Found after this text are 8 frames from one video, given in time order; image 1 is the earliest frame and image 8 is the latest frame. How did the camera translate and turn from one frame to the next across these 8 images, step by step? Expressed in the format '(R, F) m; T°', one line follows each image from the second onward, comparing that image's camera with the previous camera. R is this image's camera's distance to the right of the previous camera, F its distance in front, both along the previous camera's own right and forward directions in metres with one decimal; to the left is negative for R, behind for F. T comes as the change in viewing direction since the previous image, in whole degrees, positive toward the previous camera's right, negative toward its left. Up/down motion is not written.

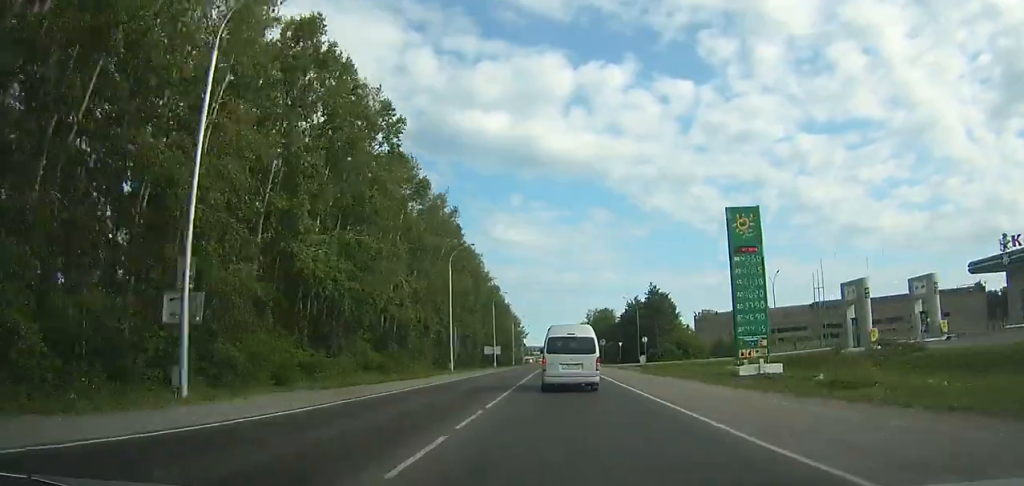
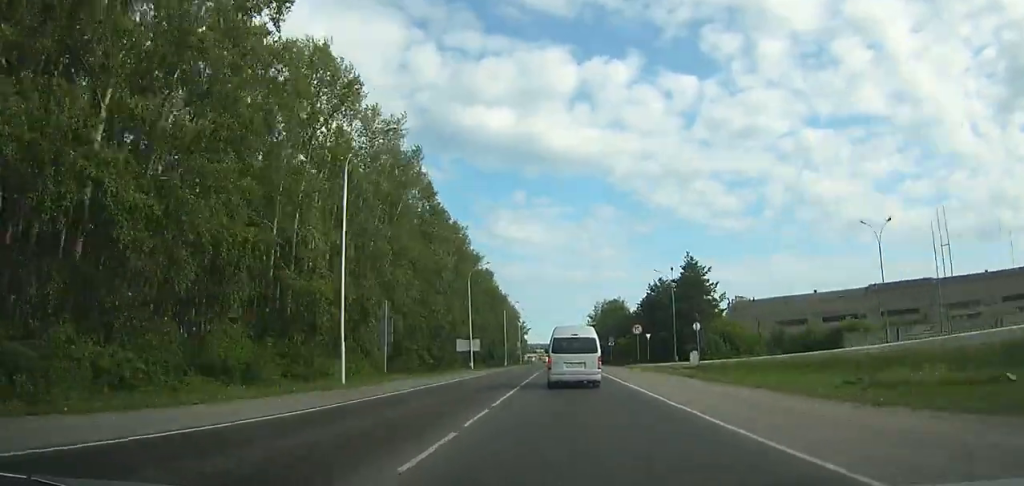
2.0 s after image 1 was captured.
(-0.1, +27.6) m; 0°
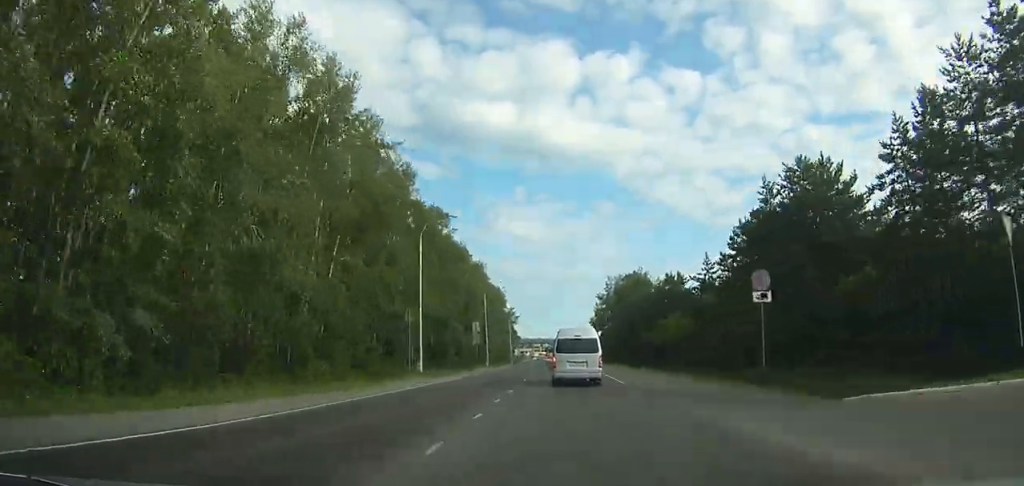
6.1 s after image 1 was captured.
(-0.1, +58.9) m; 0°
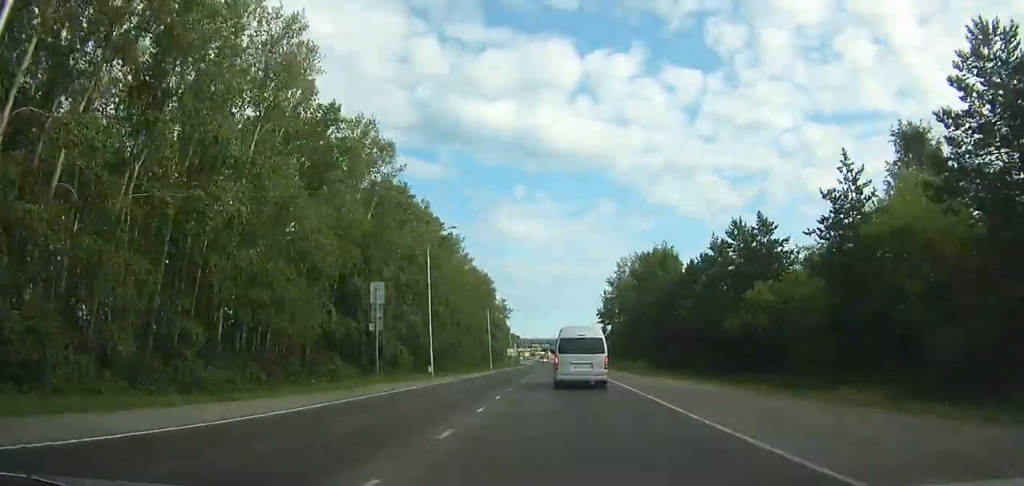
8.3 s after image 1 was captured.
(0.0, +32.5) m; 0°
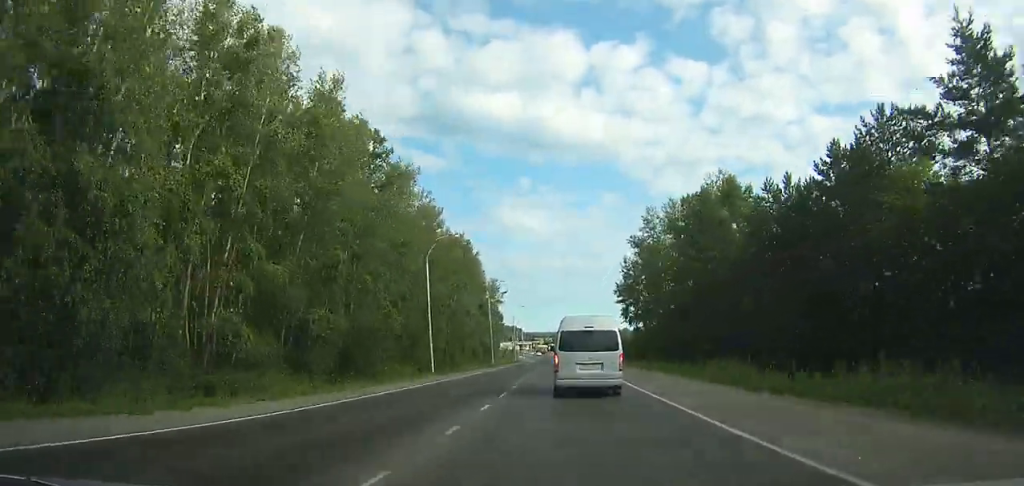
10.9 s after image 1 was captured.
(0.0, +38.1) m; 0°
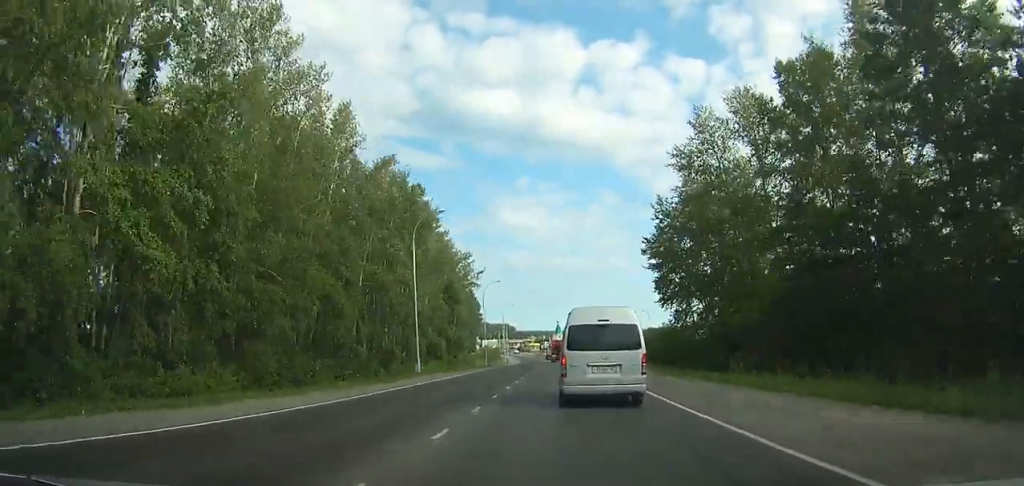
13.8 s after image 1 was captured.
(+0.1, +41.3) m; 0°
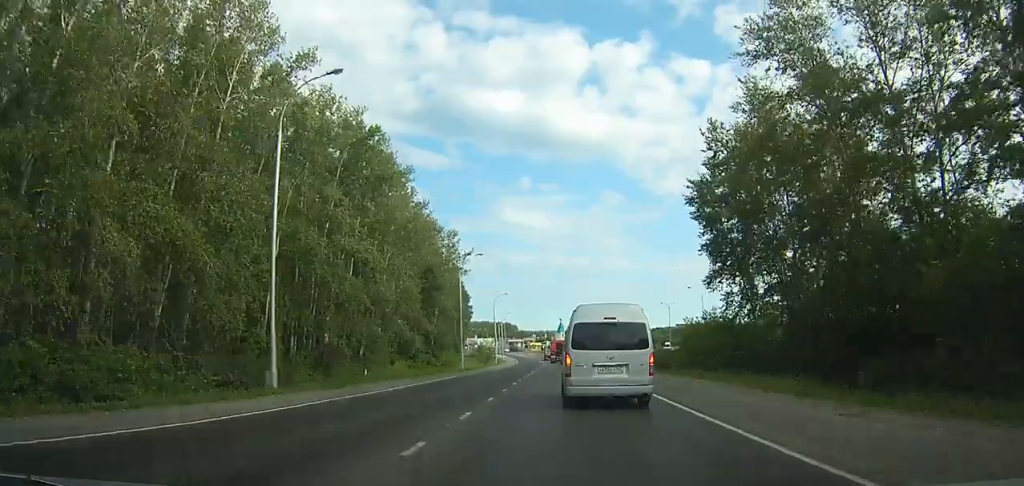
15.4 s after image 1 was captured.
(0.0, +22.1) m; 0°
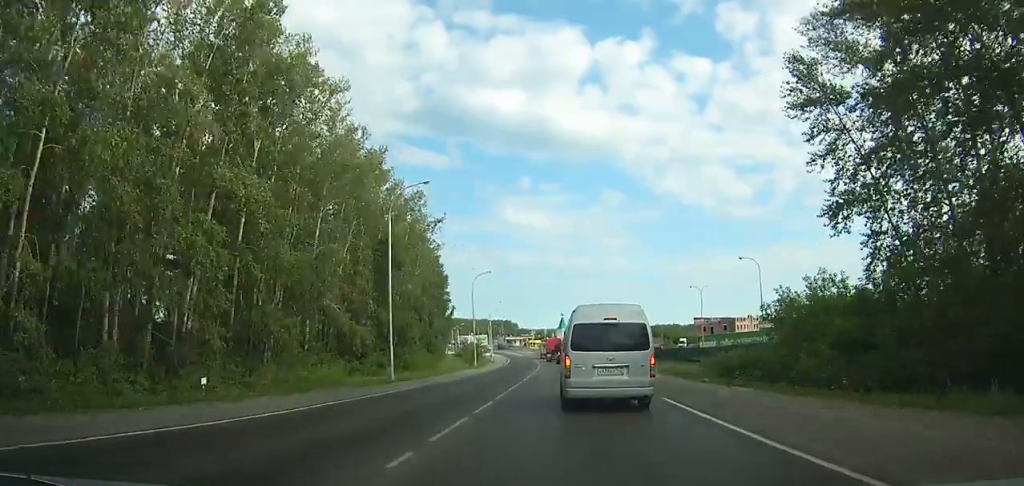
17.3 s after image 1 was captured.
(0.0, +24.9) m; 0°
